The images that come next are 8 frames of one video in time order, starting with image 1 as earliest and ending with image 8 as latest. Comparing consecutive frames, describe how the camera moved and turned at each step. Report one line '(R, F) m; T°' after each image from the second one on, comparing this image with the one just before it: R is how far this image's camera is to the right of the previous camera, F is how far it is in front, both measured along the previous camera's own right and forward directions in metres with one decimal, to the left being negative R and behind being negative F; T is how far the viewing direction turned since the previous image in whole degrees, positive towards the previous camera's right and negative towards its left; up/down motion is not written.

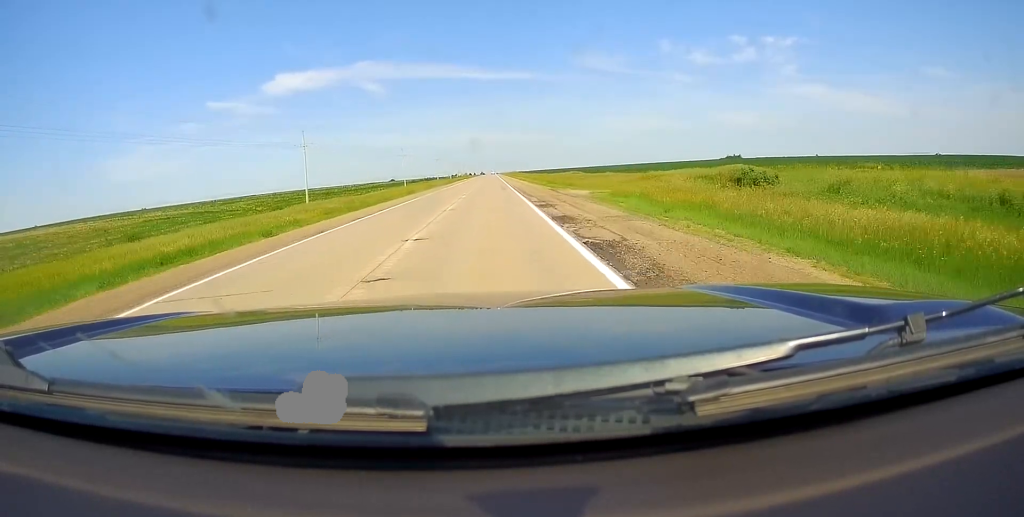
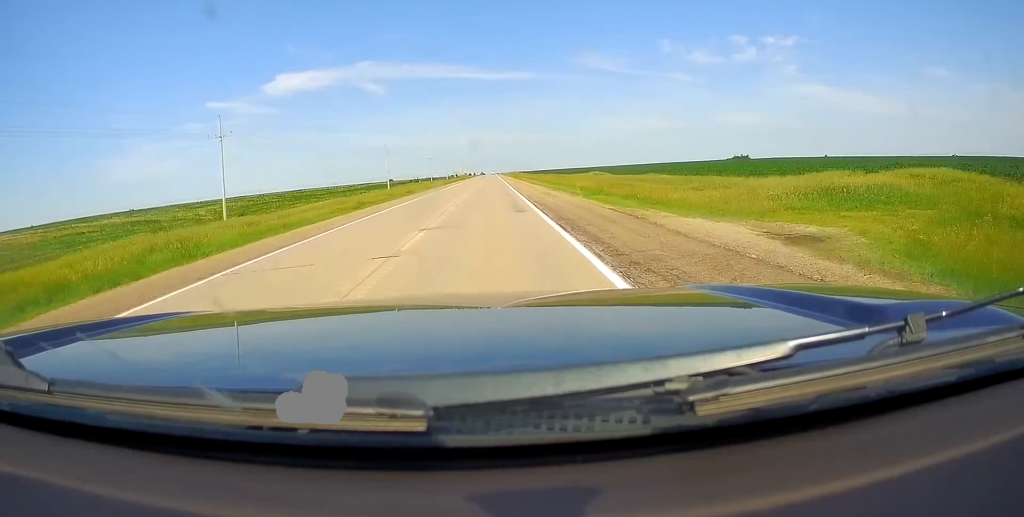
(0.0, +24.1) m; 0°
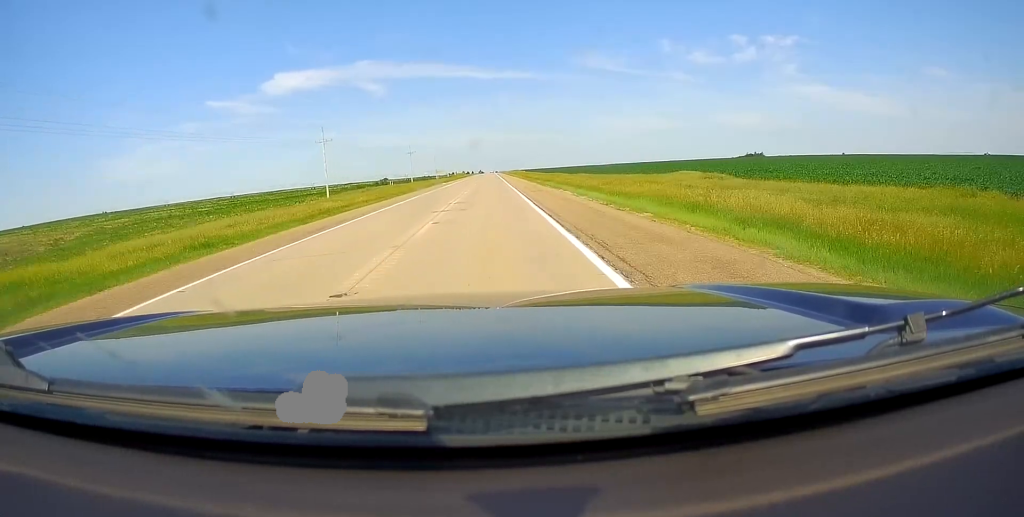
(0.0, +45.8) m; 0°
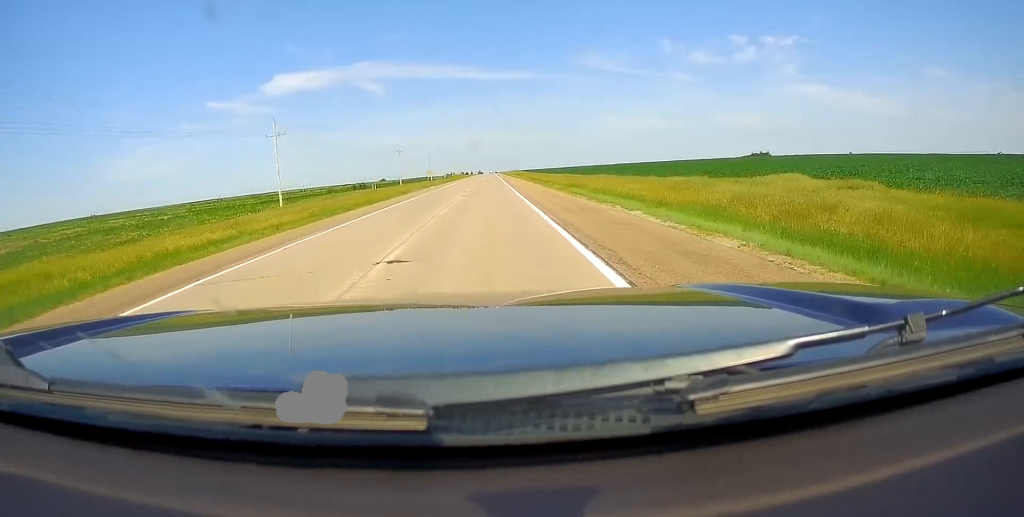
(0.0, +18.1) m; 0°
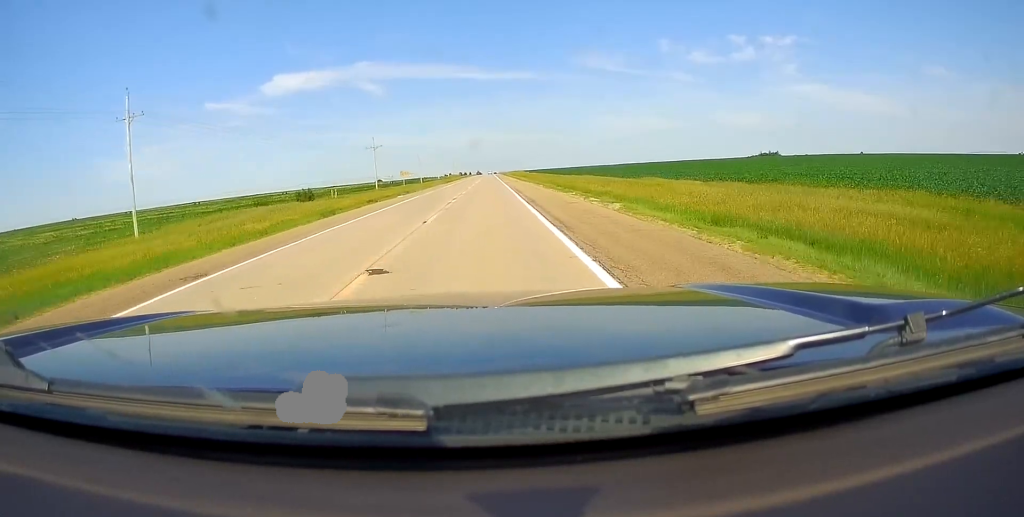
(0.0, +27.3) m; 0°
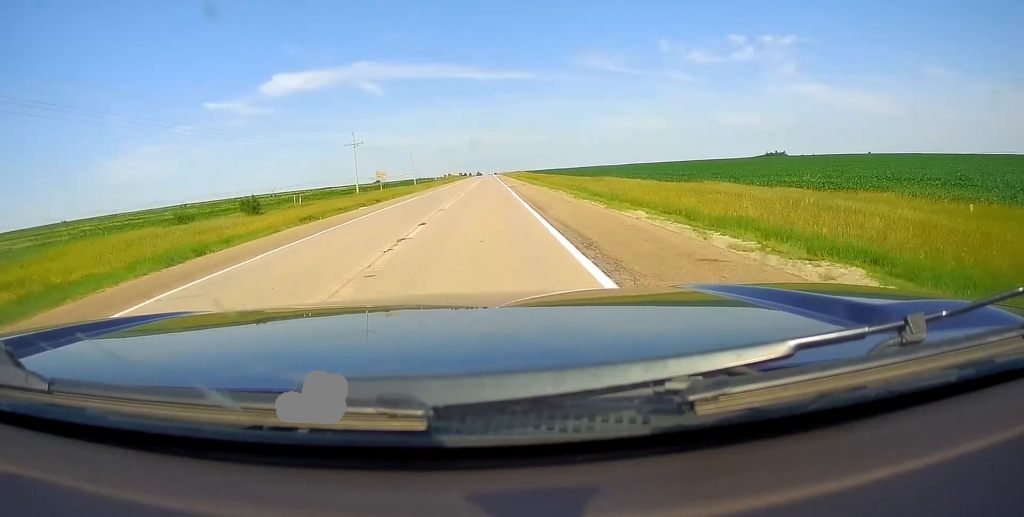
(0.0, +16.0) m; 0°
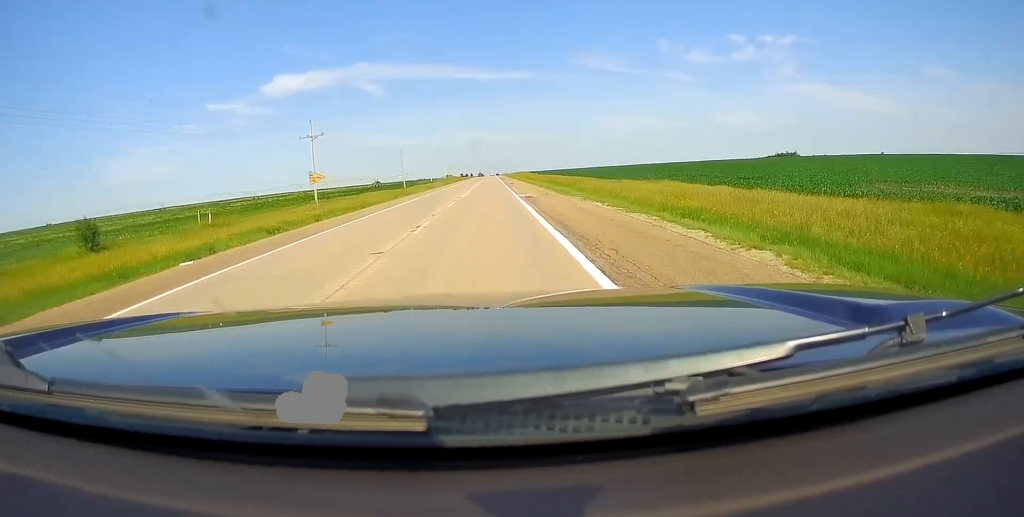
(0.0, +23.2) m; 0°
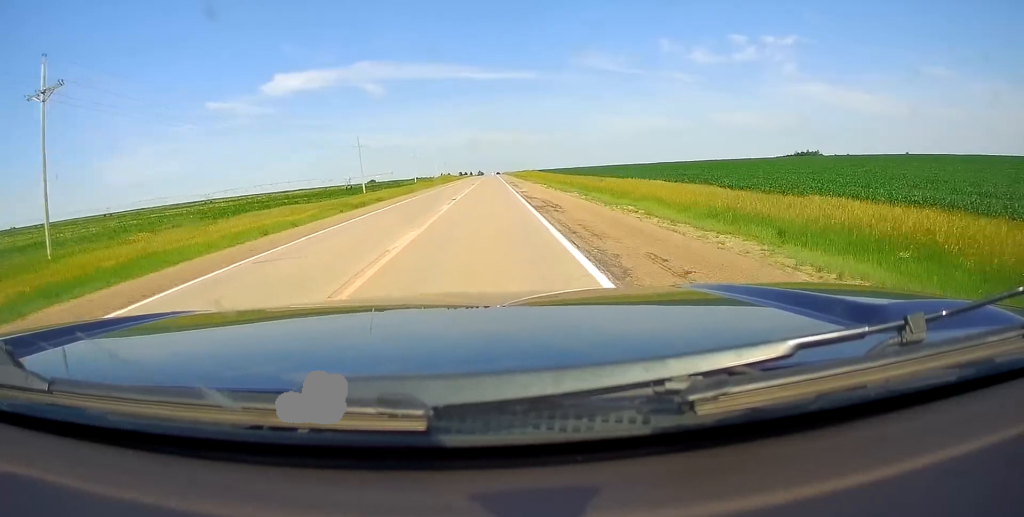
(0.0, +46.4) m; 0°
